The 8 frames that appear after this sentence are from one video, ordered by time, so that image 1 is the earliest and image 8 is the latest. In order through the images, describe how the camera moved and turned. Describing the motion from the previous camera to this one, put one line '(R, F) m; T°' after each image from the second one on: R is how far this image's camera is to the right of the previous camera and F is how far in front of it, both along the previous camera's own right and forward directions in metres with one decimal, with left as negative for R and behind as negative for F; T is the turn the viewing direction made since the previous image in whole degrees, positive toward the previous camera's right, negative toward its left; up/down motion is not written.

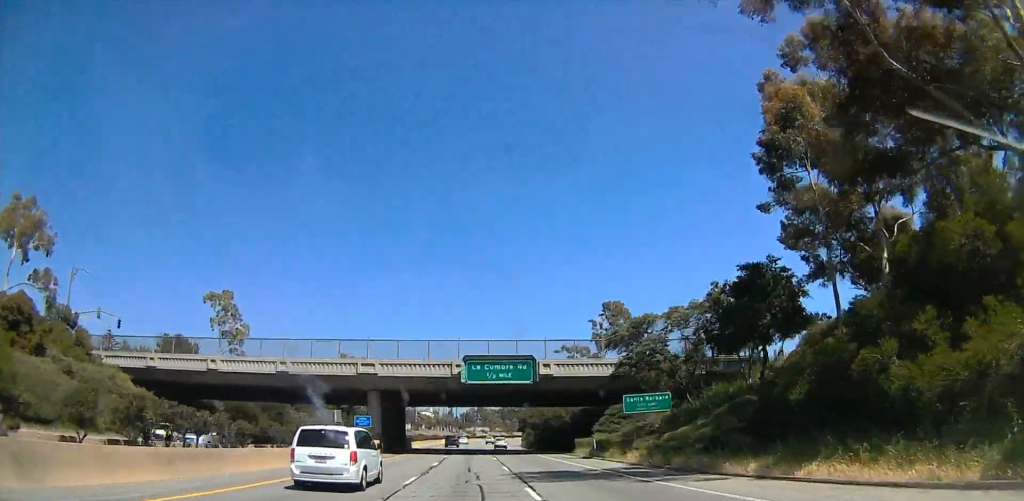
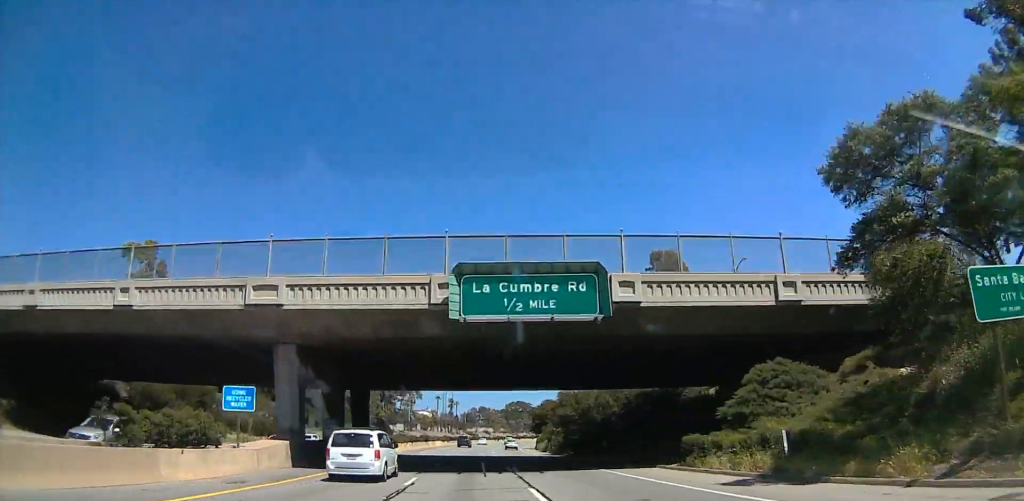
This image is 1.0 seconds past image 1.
(+0.1, +30.7) m; 0°
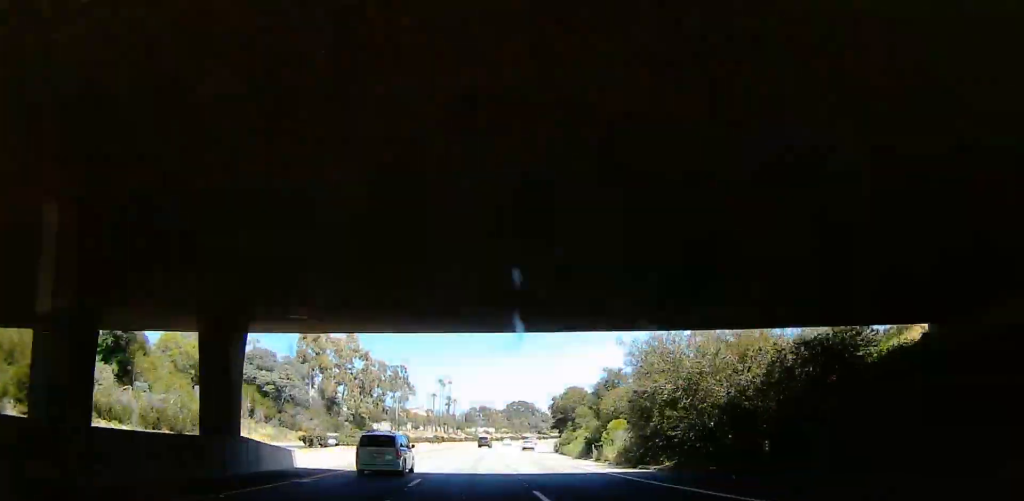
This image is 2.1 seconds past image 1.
(0.0, +28.7) m; +1°
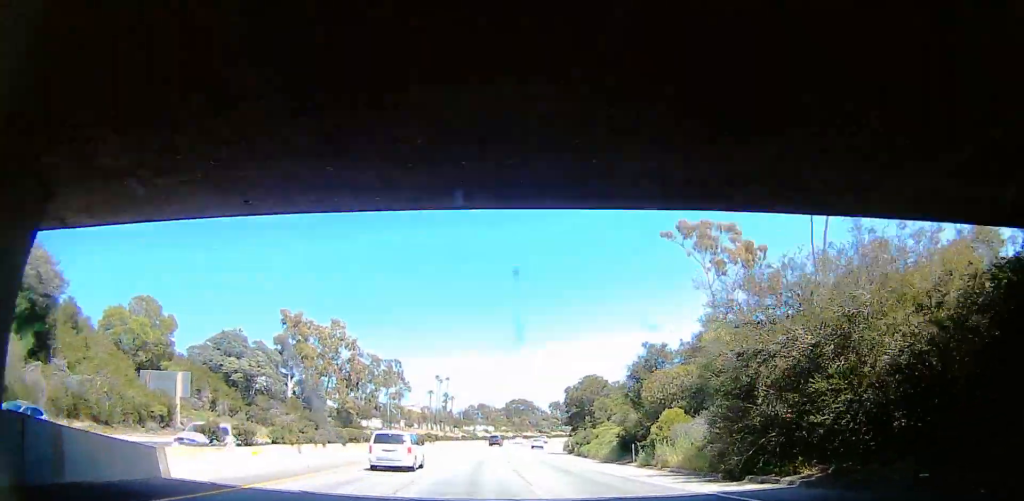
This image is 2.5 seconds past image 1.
(+0.2, +12.0) m; 0°
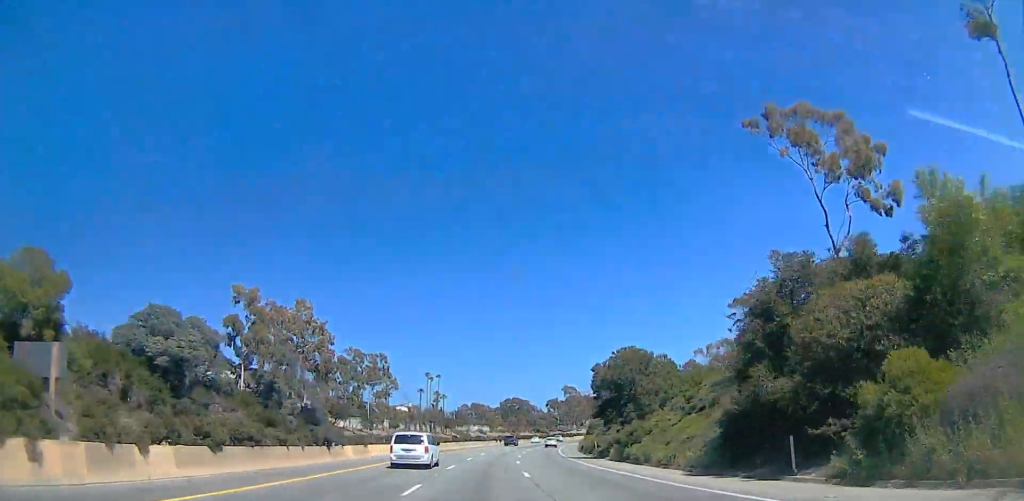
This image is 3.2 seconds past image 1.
(+0.1, +18.2) m; 0°
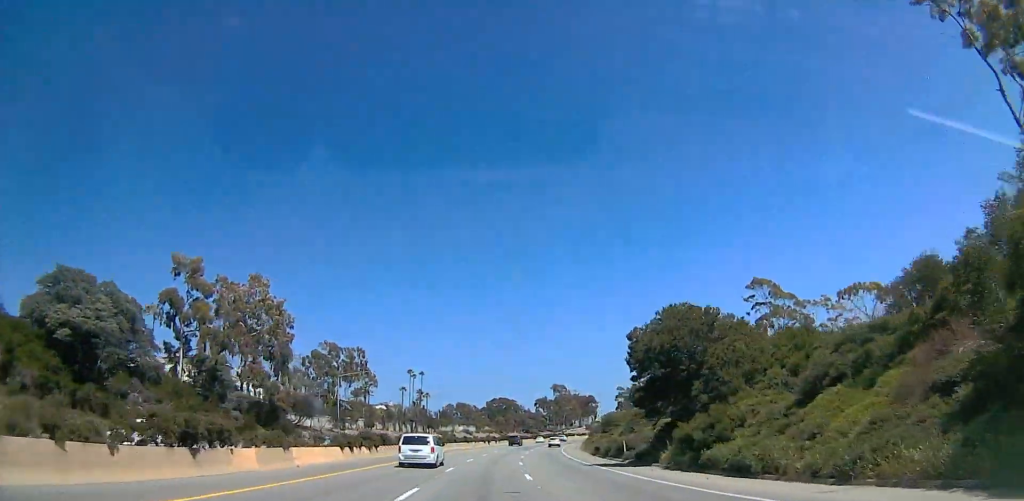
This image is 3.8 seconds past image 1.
(-0.1, +15.3) m; -1°
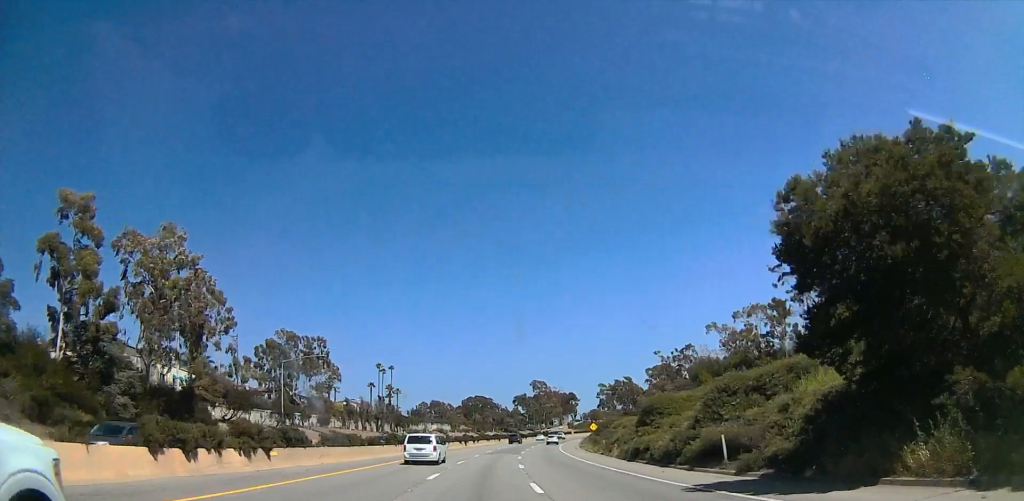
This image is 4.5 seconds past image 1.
(-0.2, +22.2) m; +1°
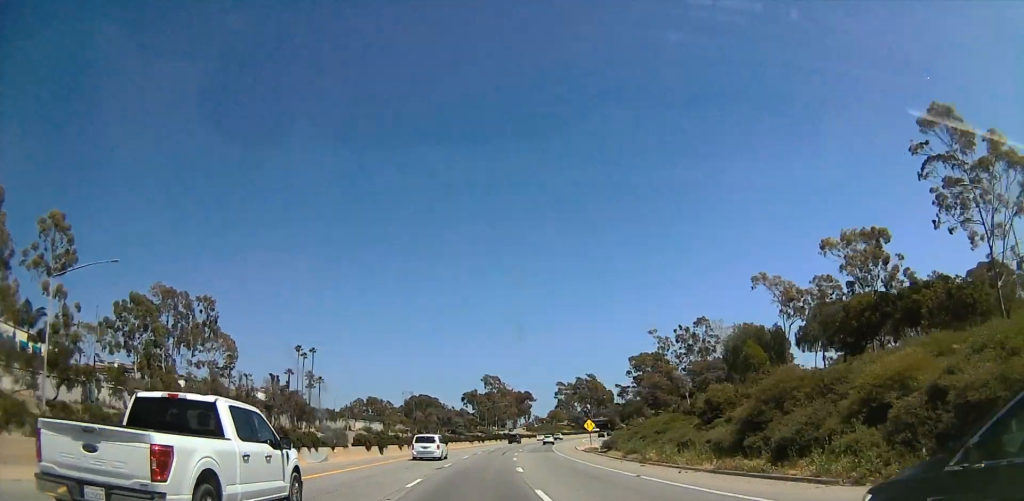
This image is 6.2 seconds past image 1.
(+2.8, +52.0) m; +6°
